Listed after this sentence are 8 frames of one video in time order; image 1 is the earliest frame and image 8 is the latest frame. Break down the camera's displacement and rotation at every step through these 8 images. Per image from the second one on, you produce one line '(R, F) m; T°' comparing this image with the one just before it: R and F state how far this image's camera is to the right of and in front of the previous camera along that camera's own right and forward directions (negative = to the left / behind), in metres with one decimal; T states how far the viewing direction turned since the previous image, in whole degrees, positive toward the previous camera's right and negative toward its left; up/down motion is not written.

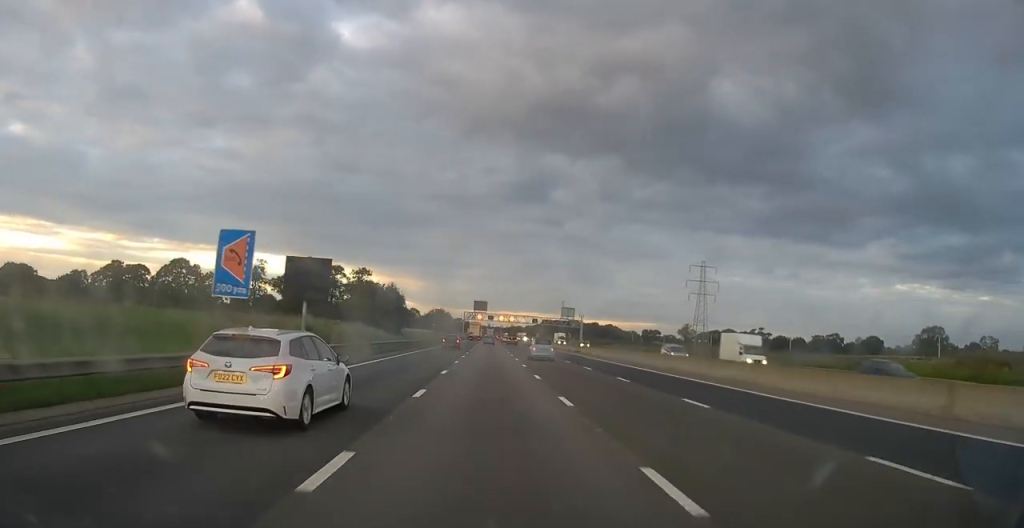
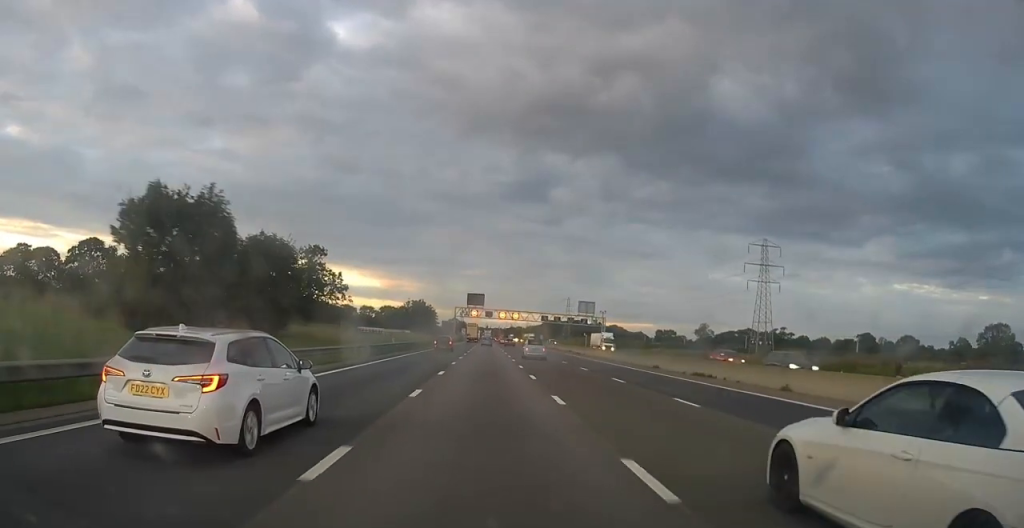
(-0.2, +45.0) m; 0°
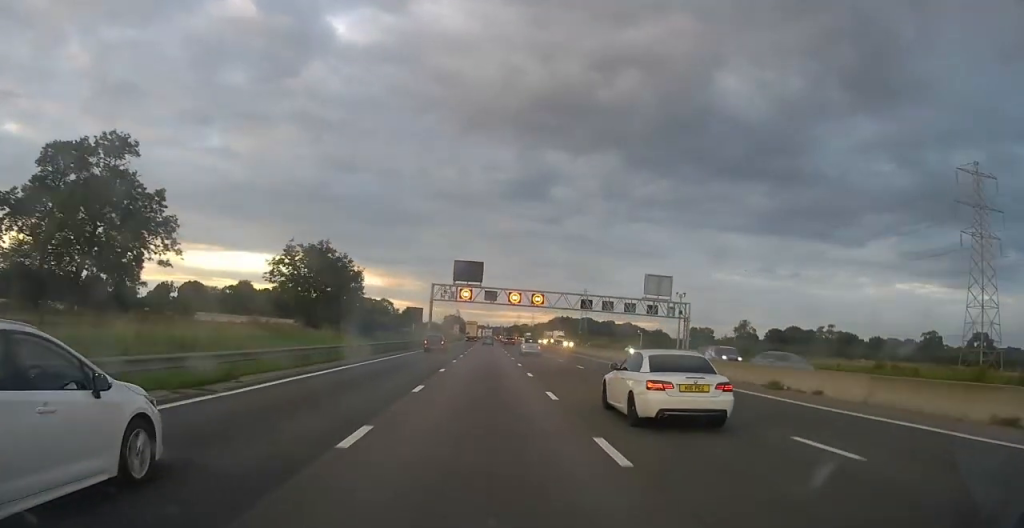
(+0.1, +71.0) m; 0°
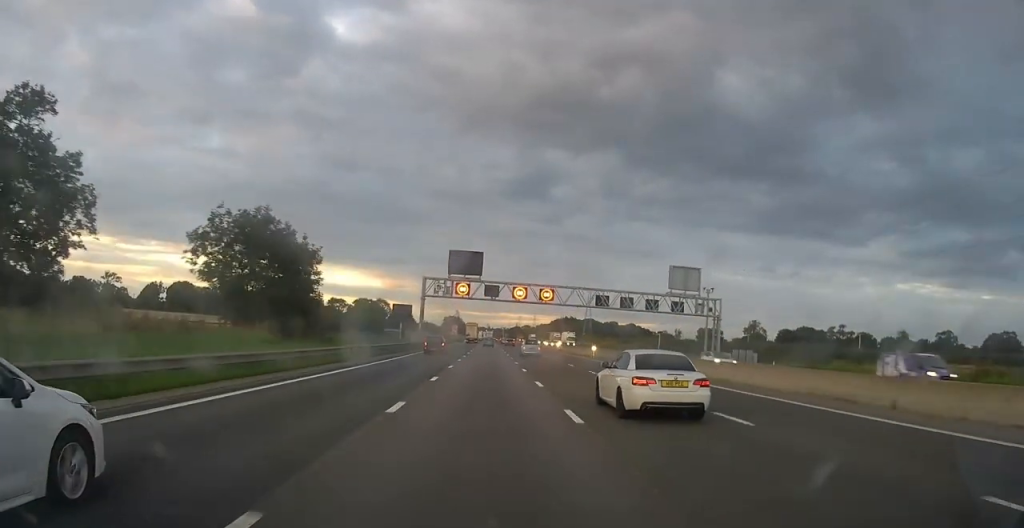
(0.0, +13.4) m; 0°
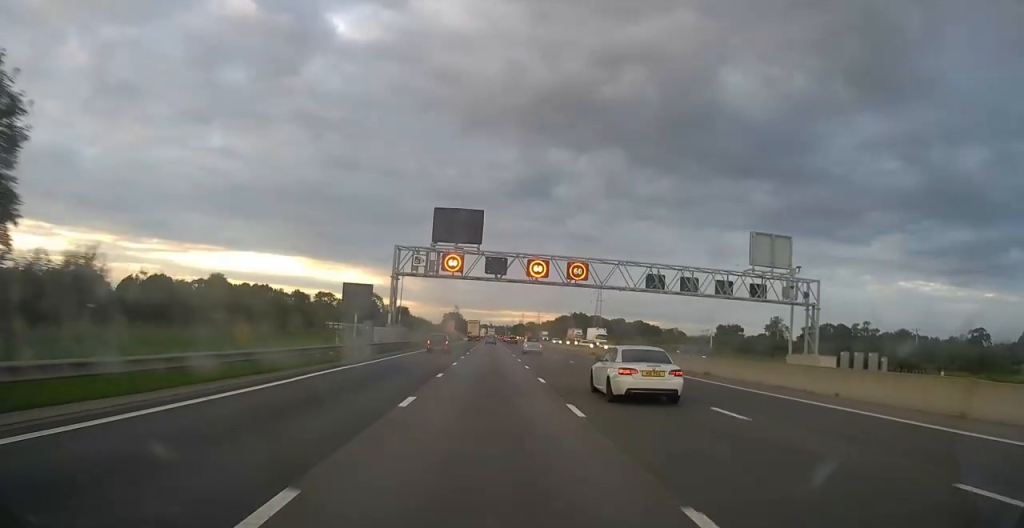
(0.0, +26.8) m; 0°
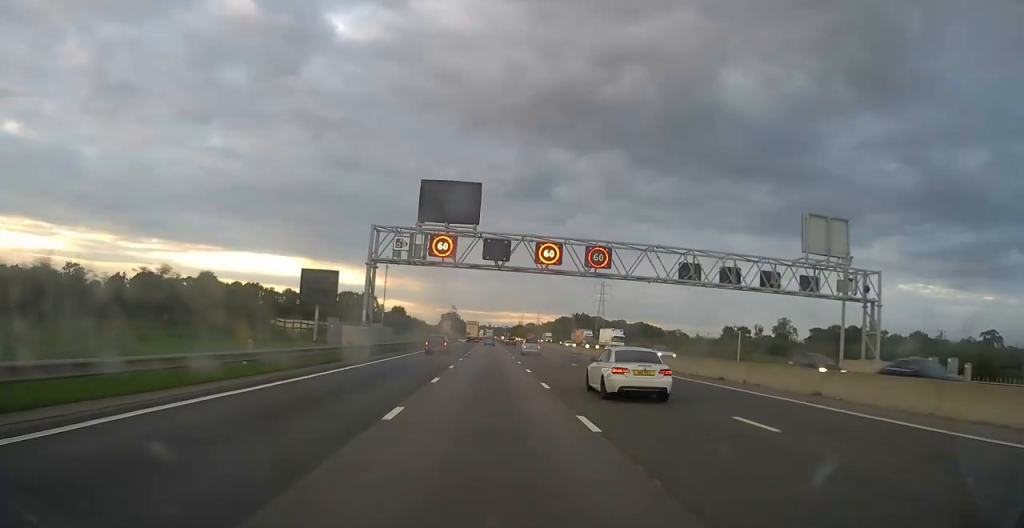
(0.0, +10.9) m; 0°
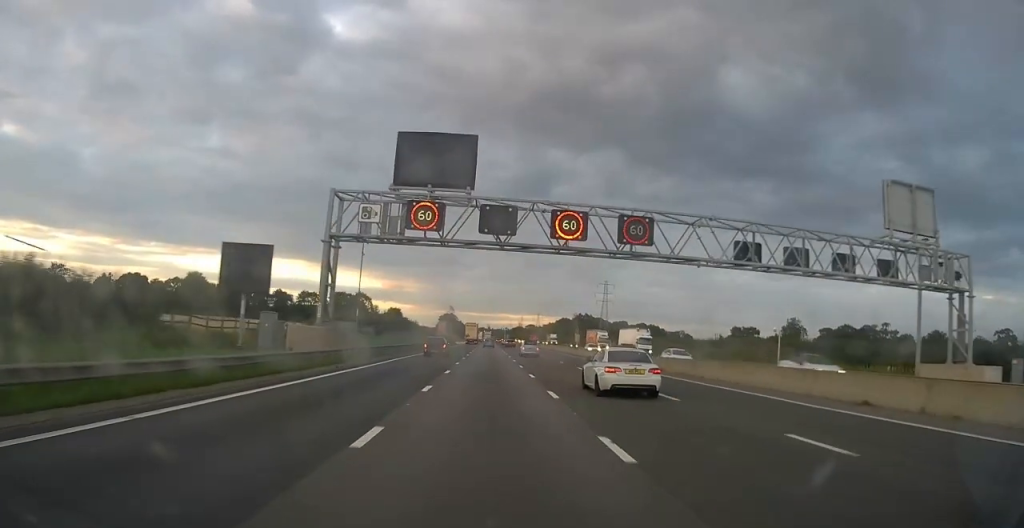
(0.0, +11.7) m; 0°
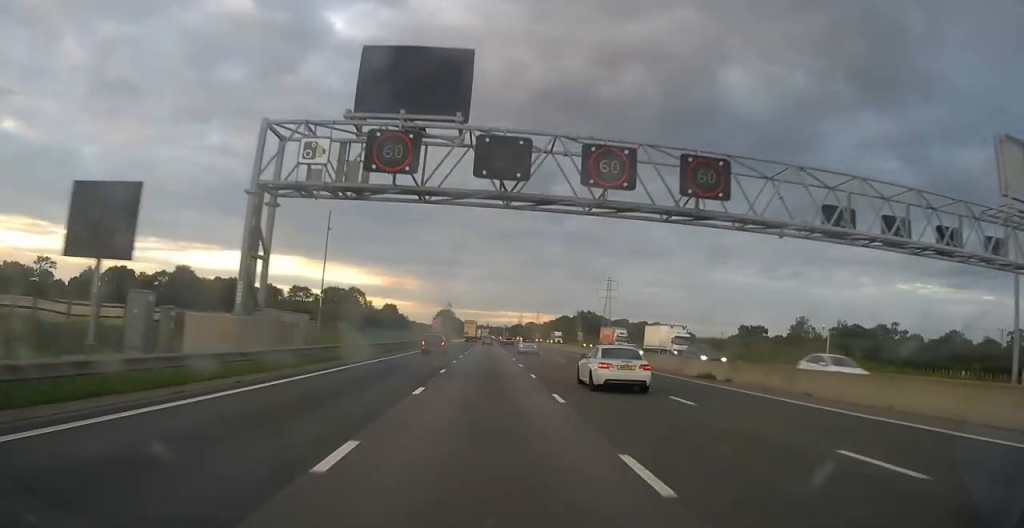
(0.0, +10.9) m; 0°
